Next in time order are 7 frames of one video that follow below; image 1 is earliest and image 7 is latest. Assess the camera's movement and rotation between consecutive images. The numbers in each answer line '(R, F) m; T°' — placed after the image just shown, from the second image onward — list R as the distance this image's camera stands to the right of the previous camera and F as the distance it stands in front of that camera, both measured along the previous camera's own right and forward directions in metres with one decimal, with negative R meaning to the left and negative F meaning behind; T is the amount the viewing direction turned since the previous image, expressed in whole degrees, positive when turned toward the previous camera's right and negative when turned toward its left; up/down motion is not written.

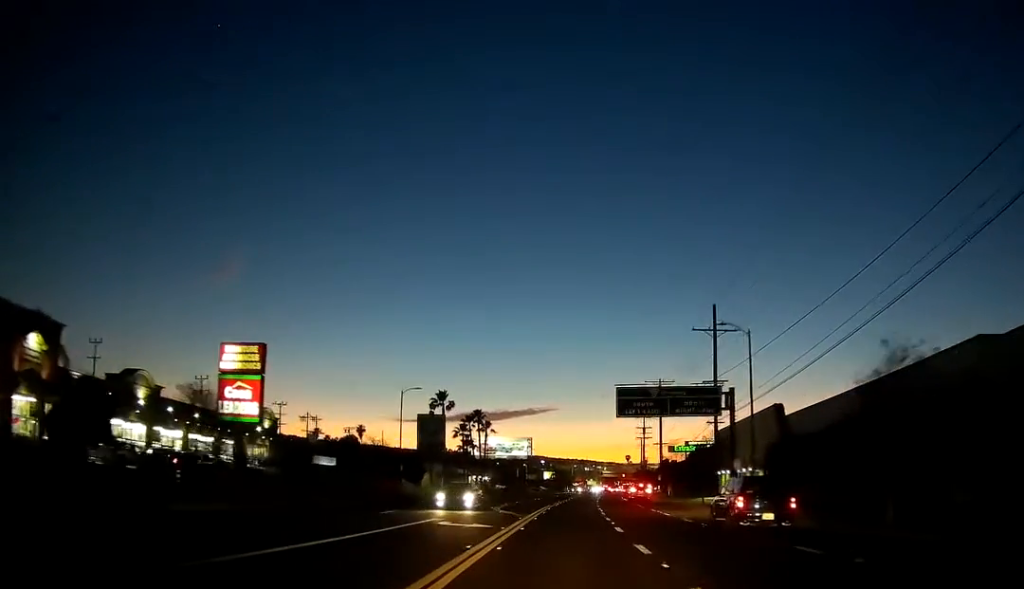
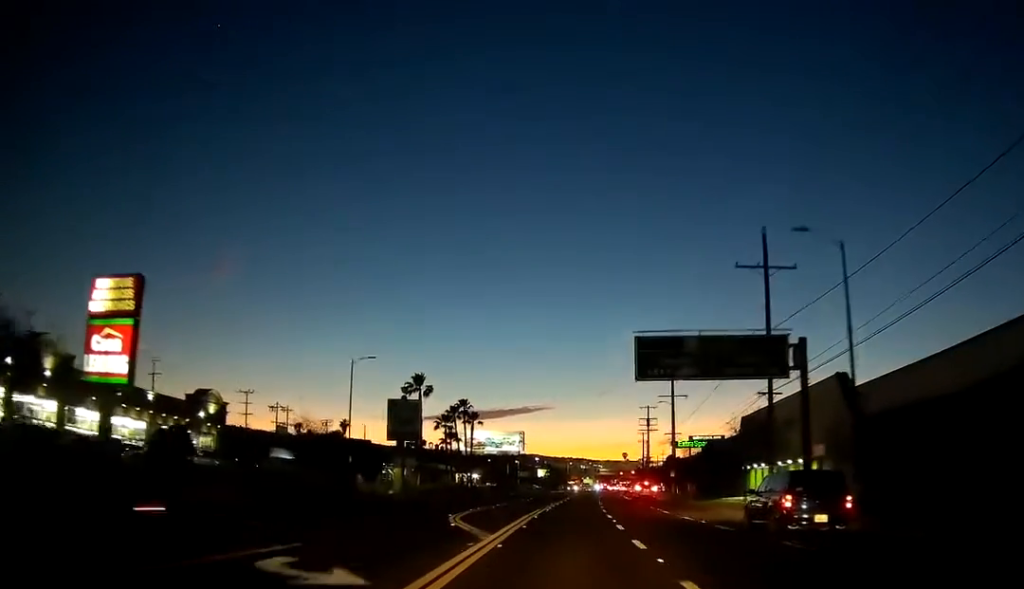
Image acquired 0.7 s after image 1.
(0.0, +14.4) m; 0°
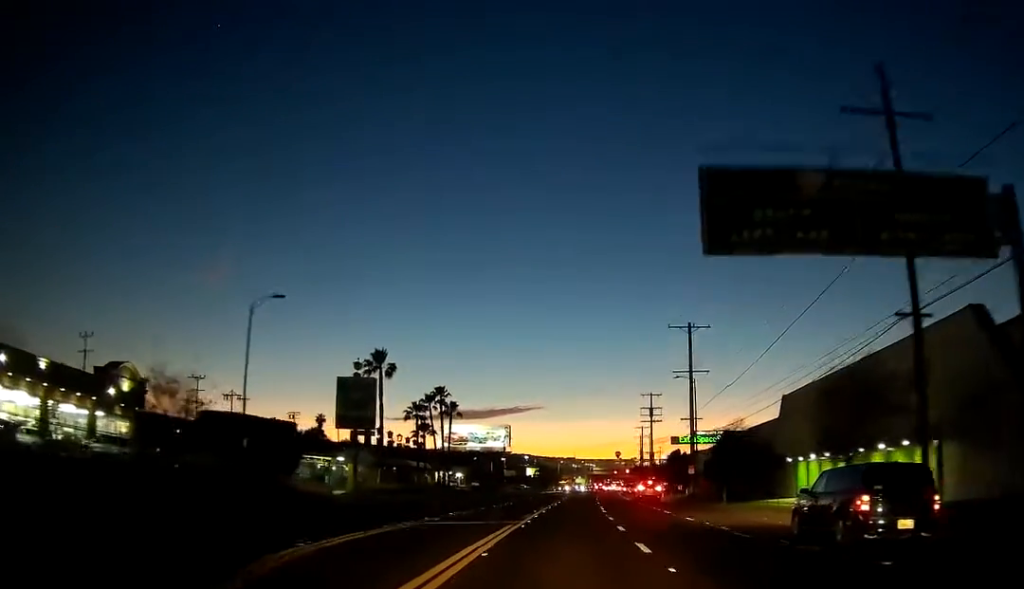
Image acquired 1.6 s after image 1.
(0.0, +16.4) m; +1°
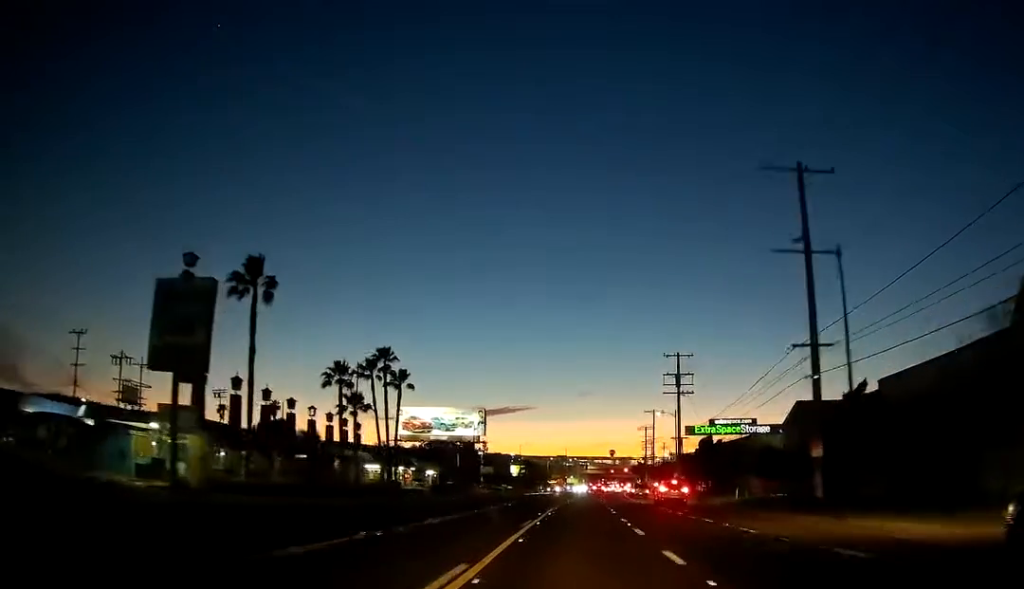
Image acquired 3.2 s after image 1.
(+0.2, +32.0) m; +1°
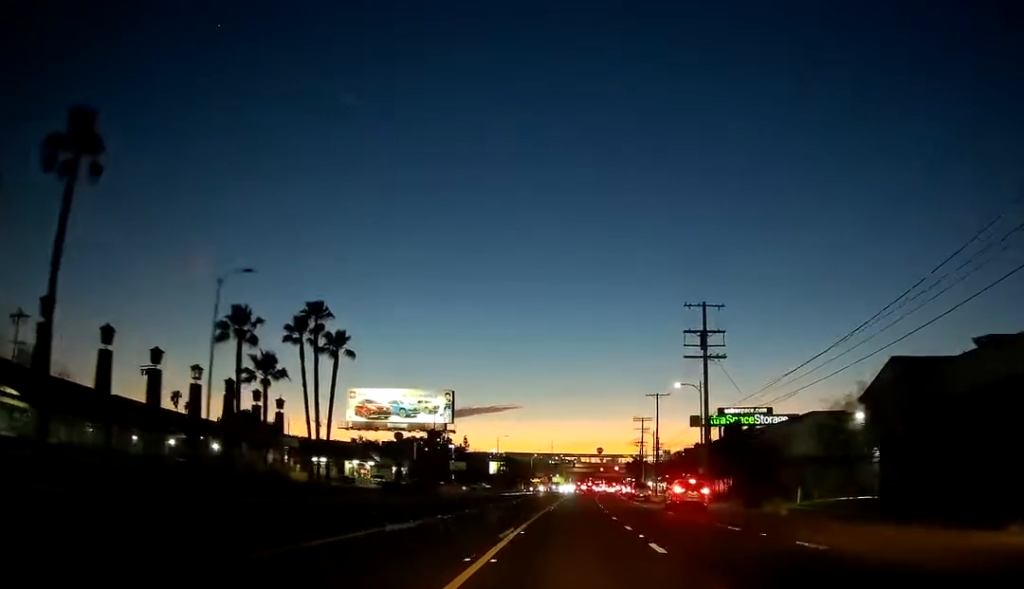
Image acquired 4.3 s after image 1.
(+0.3, +20.8) m; +1°
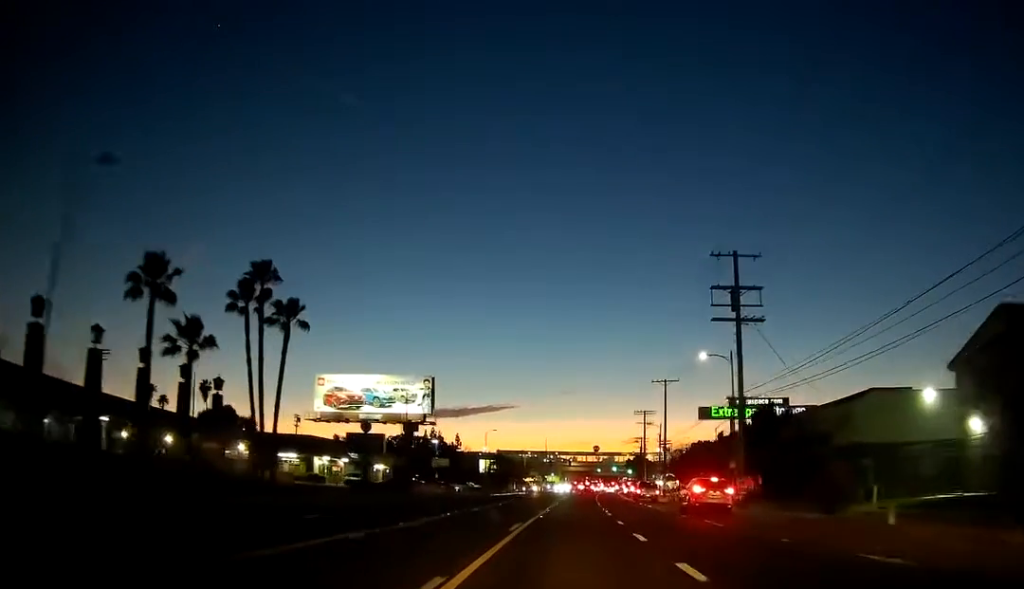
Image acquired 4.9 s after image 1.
(0.0, +12.2) m; +1°
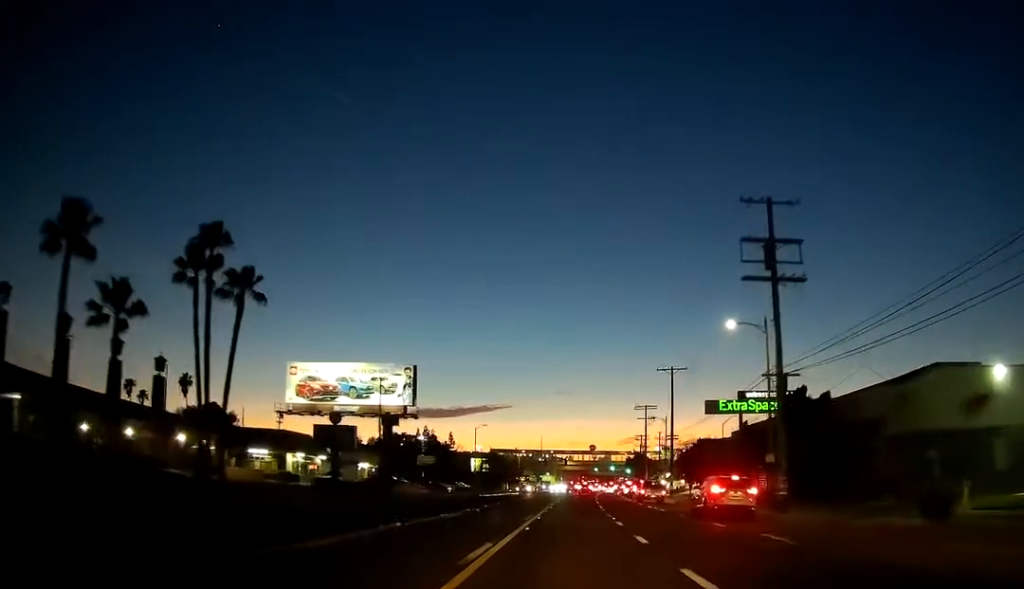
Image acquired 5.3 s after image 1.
(-0.1, +8.3) m; 0°
